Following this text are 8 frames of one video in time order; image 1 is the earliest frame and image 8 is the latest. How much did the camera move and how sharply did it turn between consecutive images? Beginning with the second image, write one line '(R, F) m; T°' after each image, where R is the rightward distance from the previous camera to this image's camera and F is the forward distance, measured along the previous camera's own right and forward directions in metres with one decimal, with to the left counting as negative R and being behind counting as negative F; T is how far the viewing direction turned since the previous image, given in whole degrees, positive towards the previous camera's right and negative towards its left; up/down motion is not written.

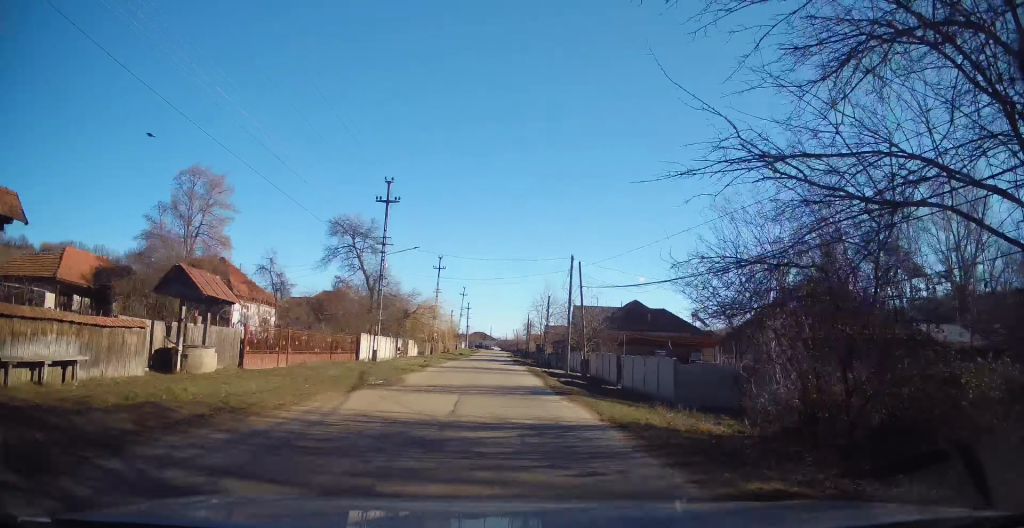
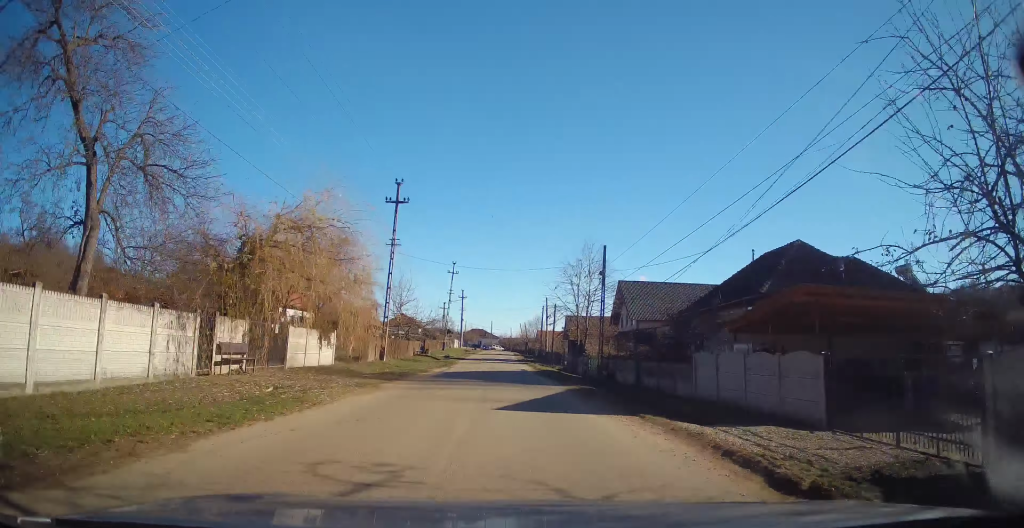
(-0.5, +31.4) m; 0°
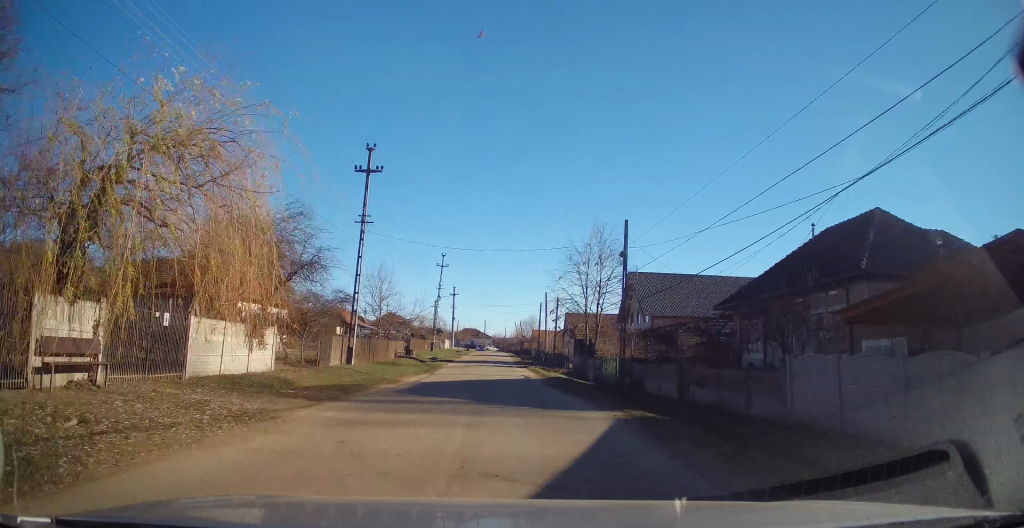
(+0.1, +6.9) m; +1°
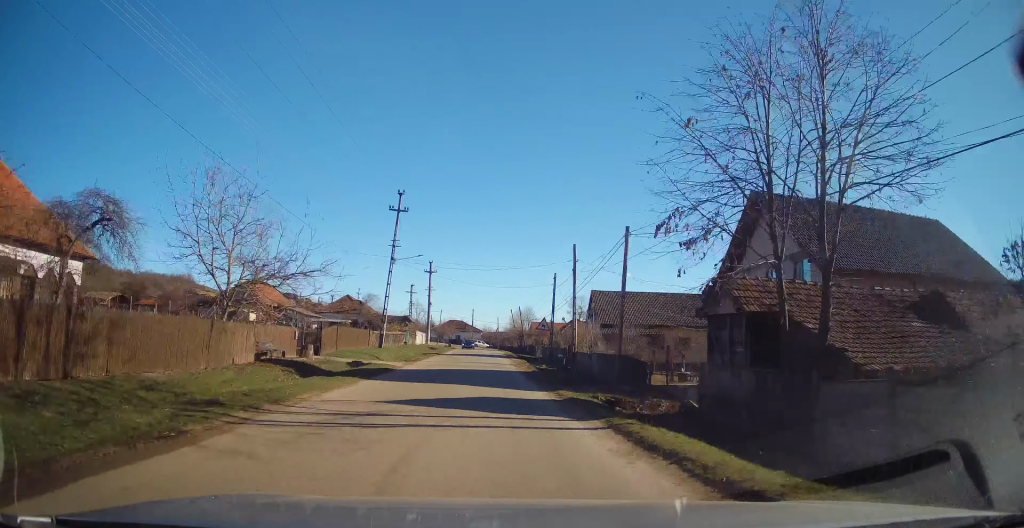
(+0.3, +26.9) m; +1°
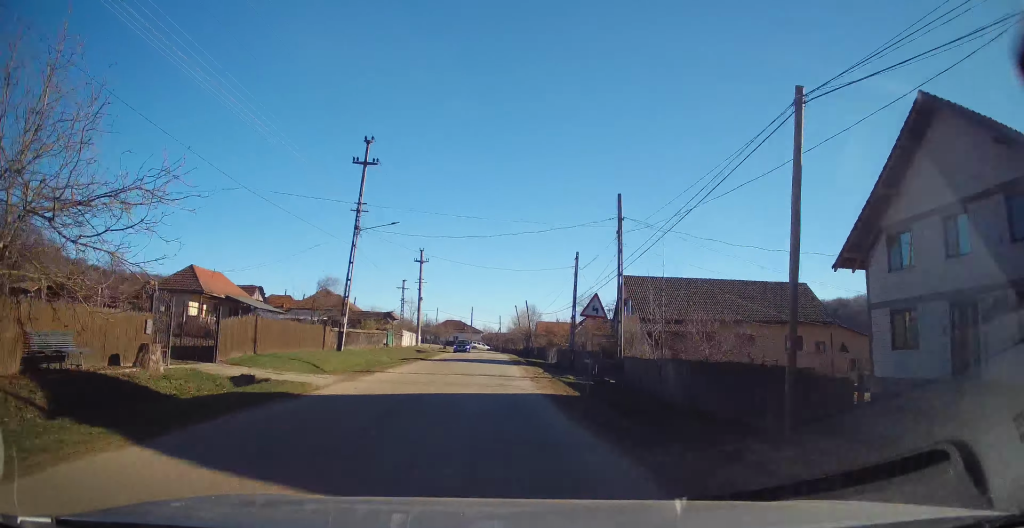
(+0.1, +11.9) m; 0°
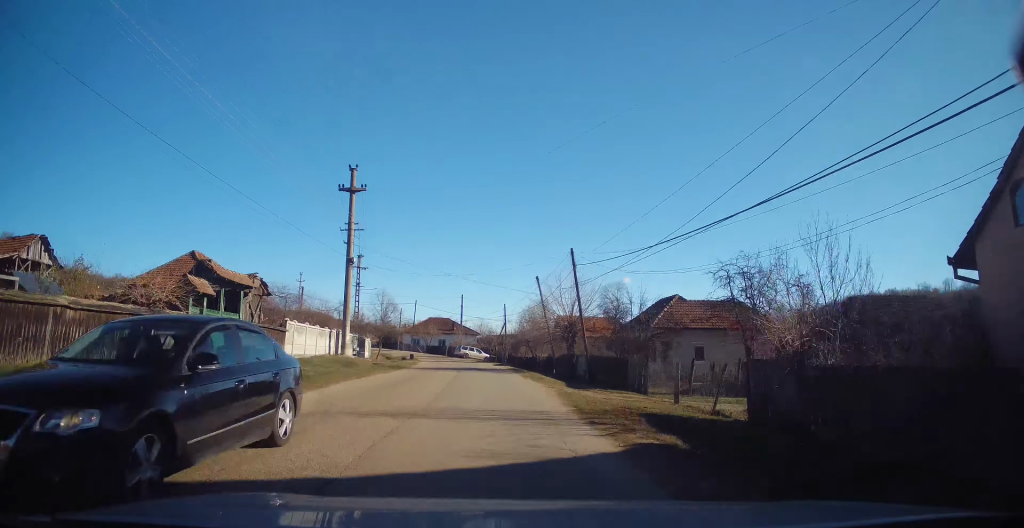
(-0.1, +34.1) m; -2°
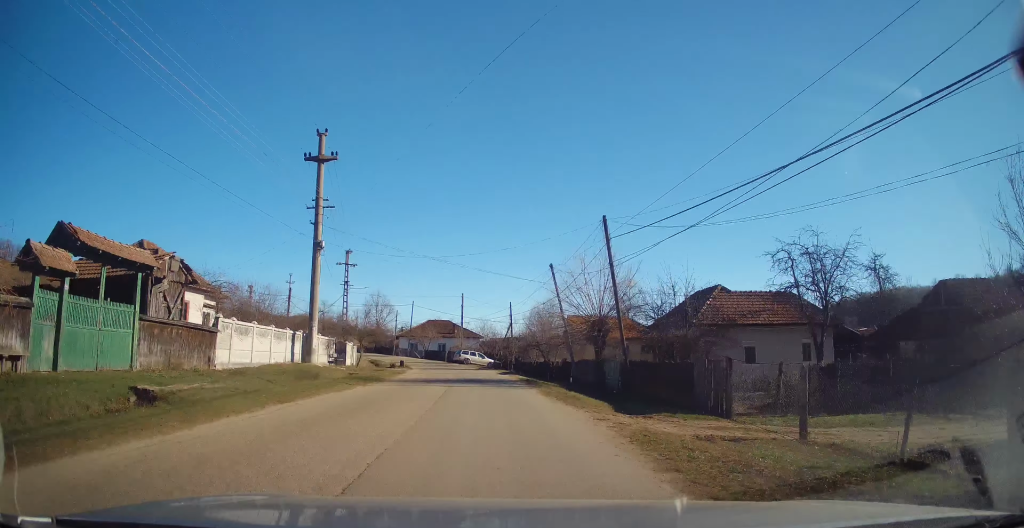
(-0.2, +7.2) m; 0°
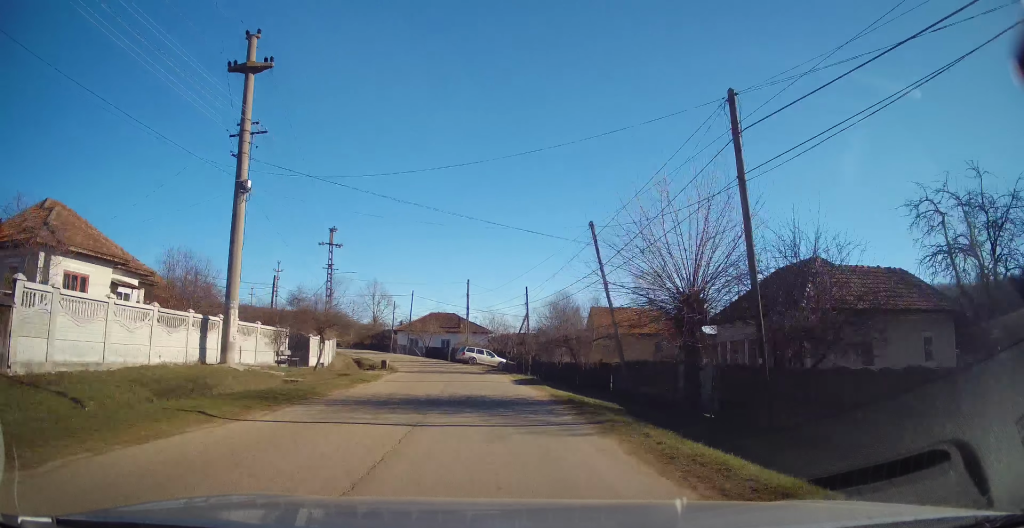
(-0.2, +10.0) m; 0°
